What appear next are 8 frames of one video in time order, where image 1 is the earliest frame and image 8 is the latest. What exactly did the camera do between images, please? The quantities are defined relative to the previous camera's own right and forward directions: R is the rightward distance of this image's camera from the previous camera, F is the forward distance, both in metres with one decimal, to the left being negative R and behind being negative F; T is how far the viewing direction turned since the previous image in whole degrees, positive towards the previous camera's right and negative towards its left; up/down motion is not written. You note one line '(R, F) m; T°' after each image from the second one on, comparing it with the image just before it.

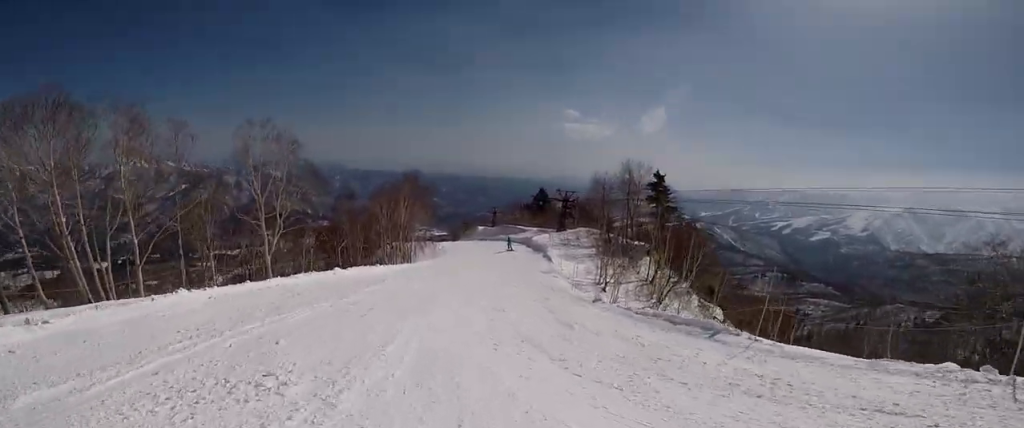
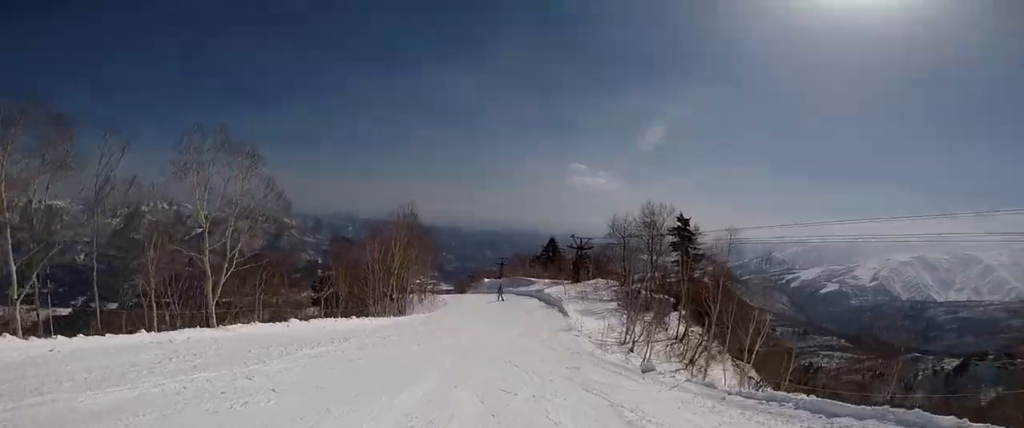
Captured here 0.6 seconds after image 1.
(+0.3, +5.0) m; +3°
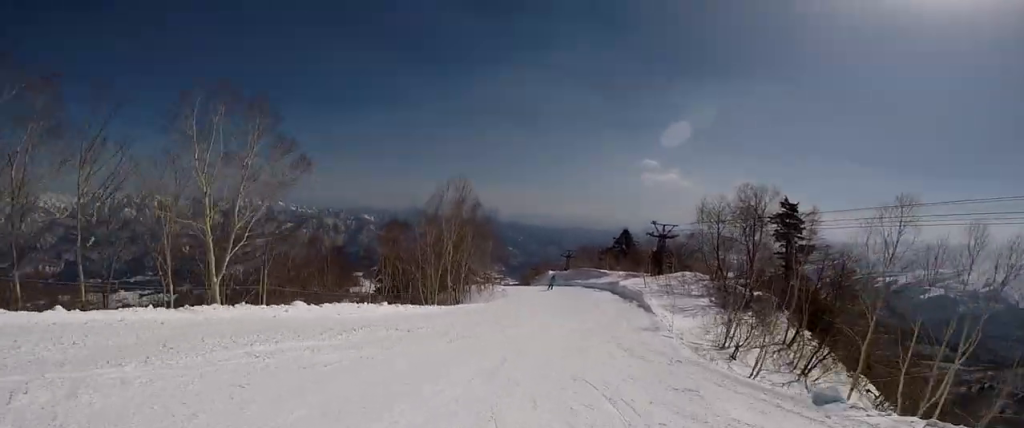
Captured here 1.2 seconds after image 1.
(-0.4, +4.2) m; +1°
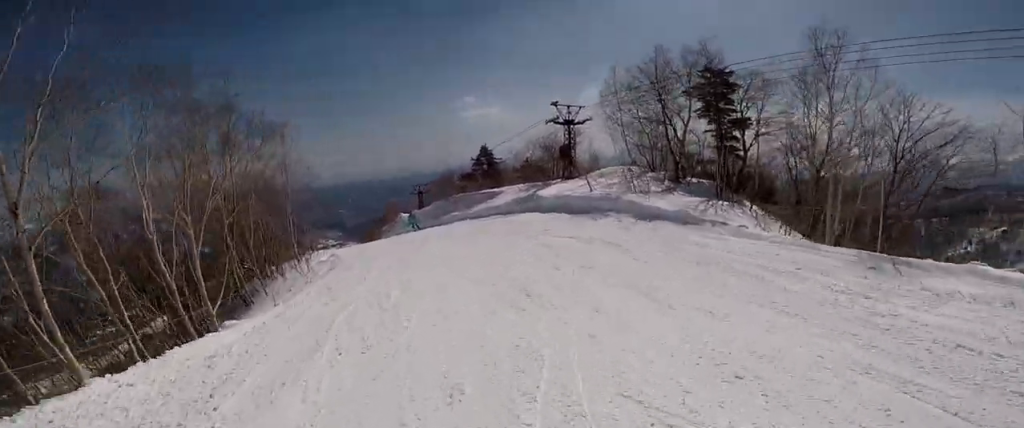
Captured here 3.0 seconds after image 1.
(+2.2, +13.5) m; +9°
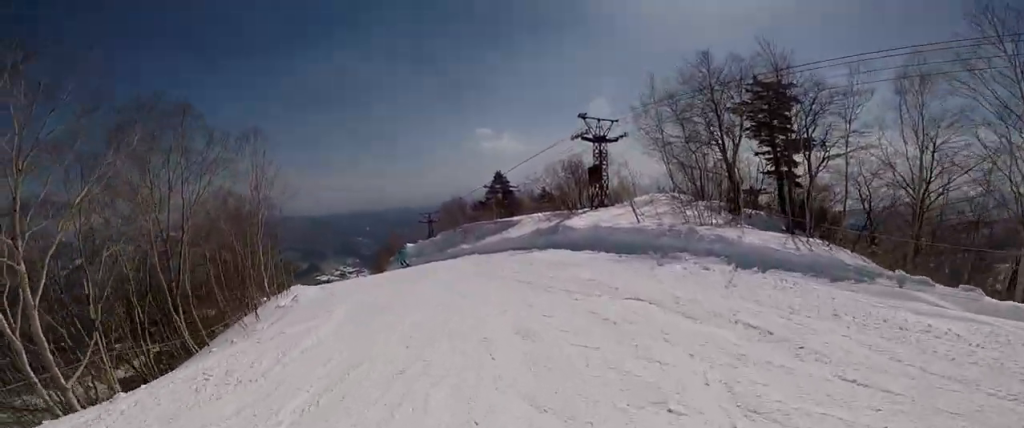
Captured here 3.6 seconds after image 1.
(0.0, +4.3) m; -5°
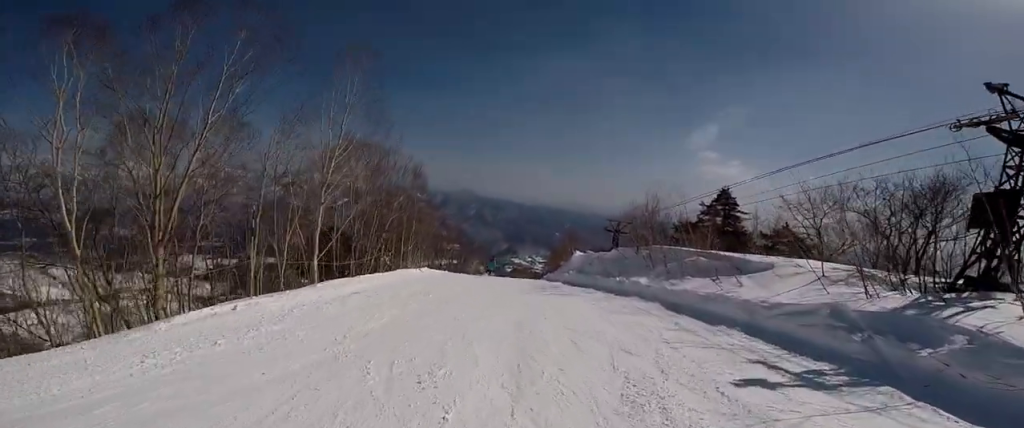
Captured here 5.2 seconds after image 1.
(-1.7, +9.8) m; -19°
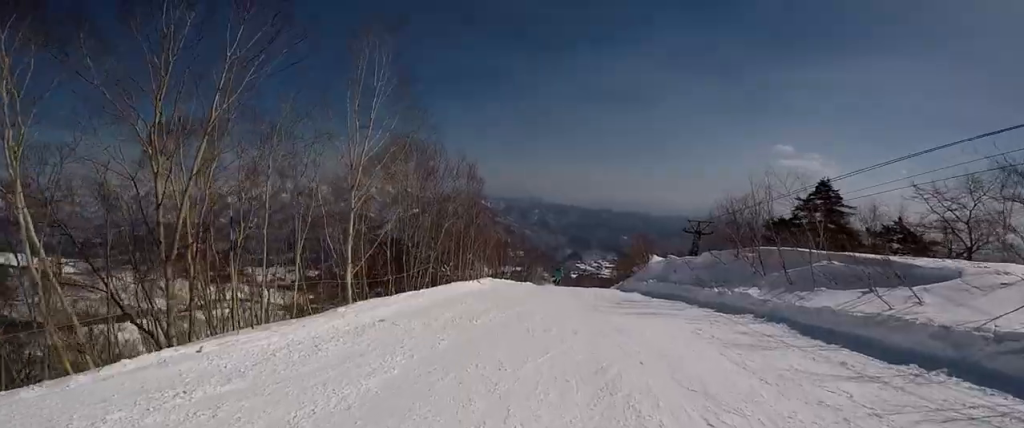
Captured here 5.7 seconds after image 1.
(-0.2, +2.9) m; -3°
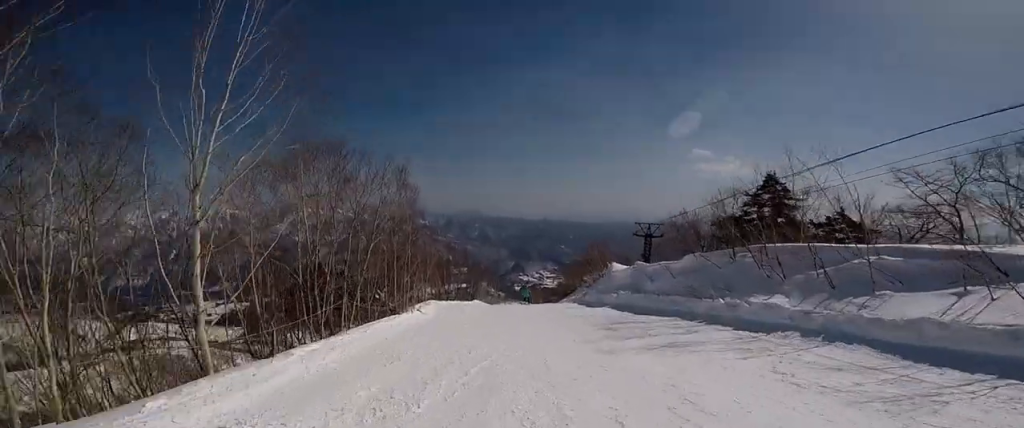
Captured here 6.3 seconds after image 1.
(-0.6, +3.9) m; -1°
